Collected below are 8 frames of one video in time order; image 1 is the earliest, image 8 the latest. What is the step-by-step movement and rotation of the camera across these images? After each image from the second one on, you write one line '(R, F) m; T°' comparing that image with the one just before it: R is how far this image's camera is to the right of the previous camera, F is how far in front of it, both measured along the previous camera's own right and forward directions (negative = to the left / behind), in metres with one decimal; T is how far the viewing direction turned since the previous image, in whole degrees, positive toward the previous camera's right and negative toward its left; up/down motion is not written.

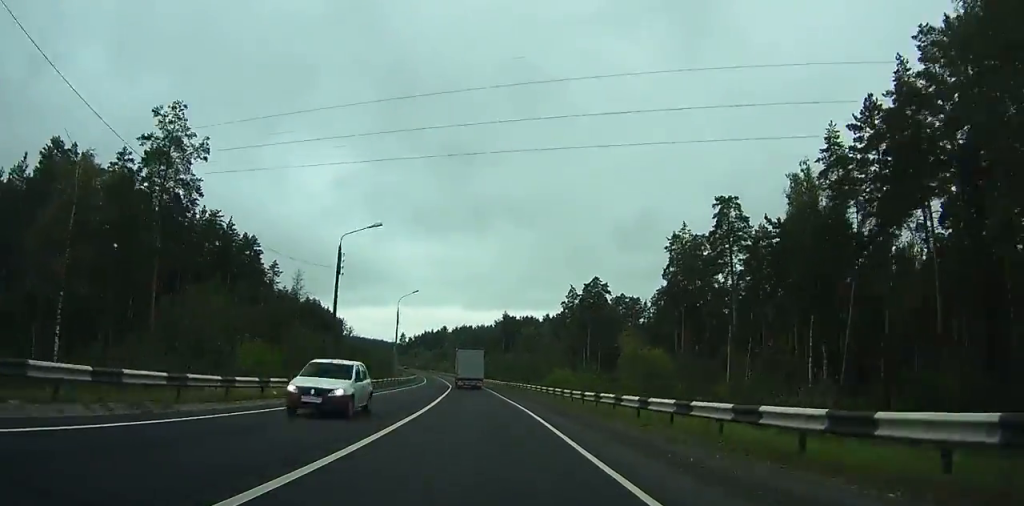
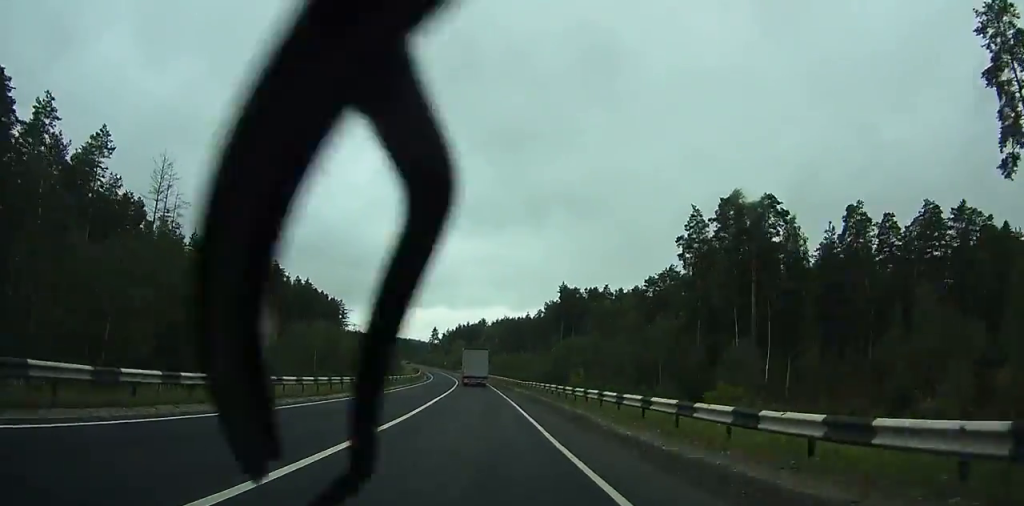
(-1.6, +67.1) m; -3°
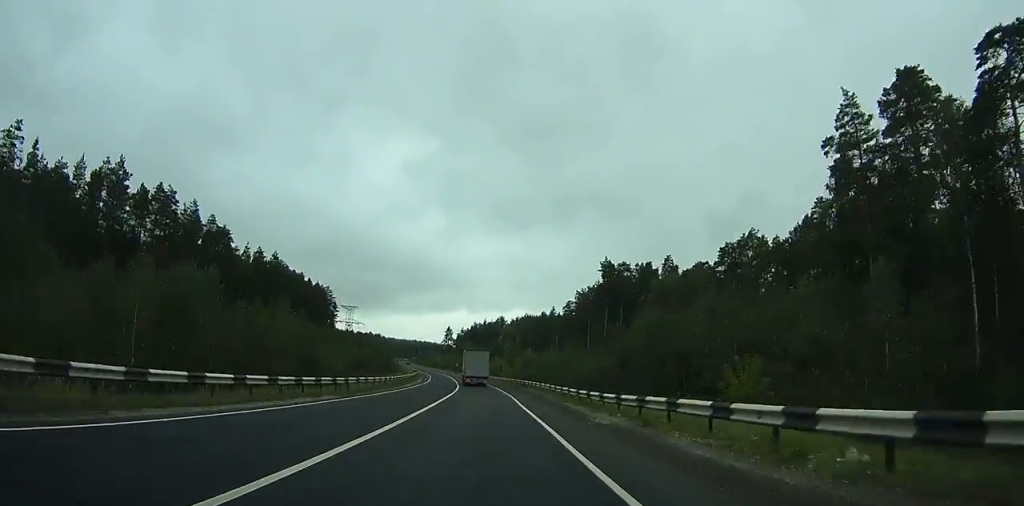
(-0.5, +35.2) m; -2°
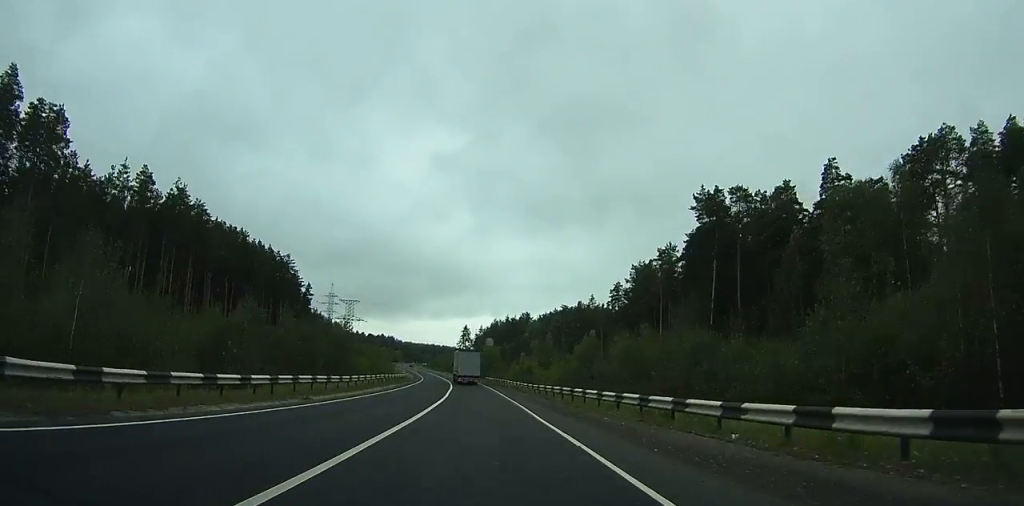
(-1.3, +45.4) m; -3°
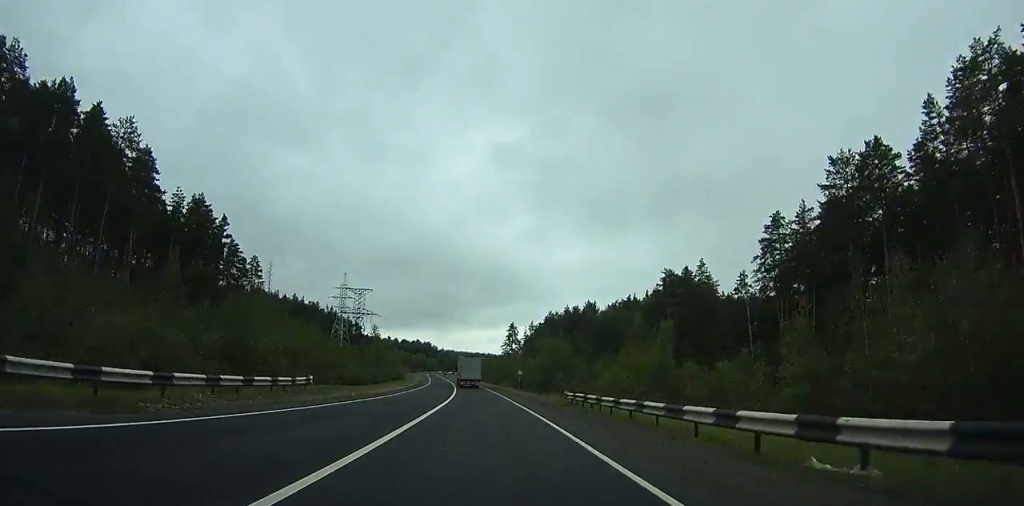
(-2.4, +63.9) m; -4°
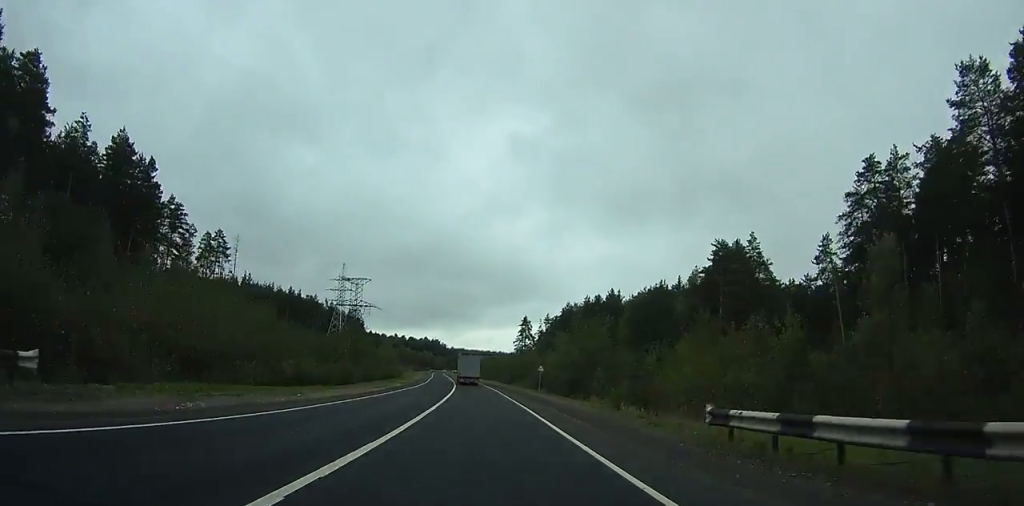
(-0.1, +20.3) m; -1°
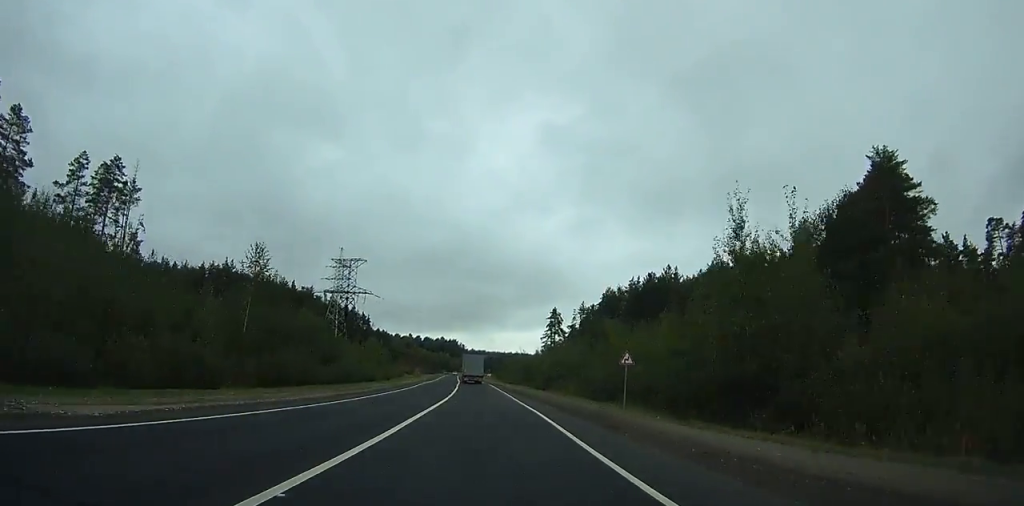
(-0.7, +34.6) m; -2°
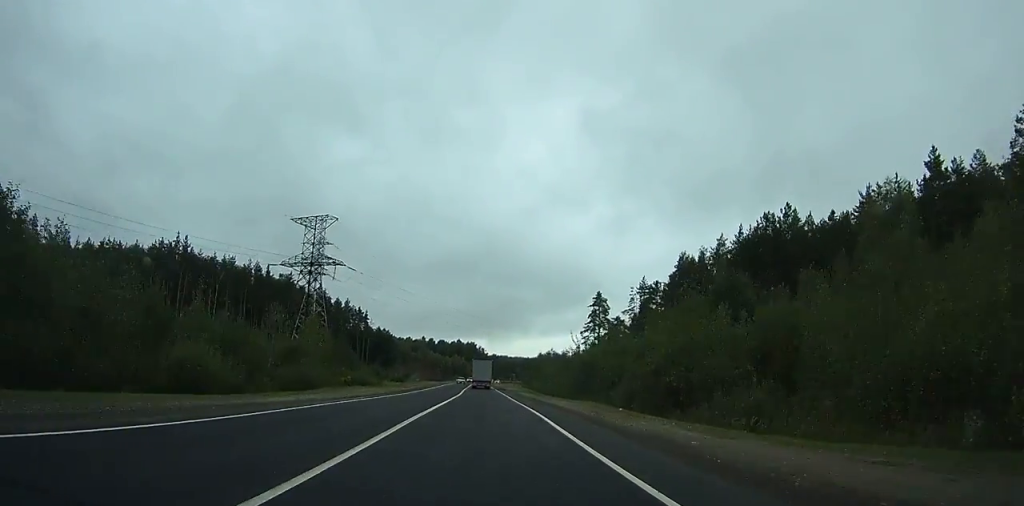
(-1.1, +45.8) m; -3°
